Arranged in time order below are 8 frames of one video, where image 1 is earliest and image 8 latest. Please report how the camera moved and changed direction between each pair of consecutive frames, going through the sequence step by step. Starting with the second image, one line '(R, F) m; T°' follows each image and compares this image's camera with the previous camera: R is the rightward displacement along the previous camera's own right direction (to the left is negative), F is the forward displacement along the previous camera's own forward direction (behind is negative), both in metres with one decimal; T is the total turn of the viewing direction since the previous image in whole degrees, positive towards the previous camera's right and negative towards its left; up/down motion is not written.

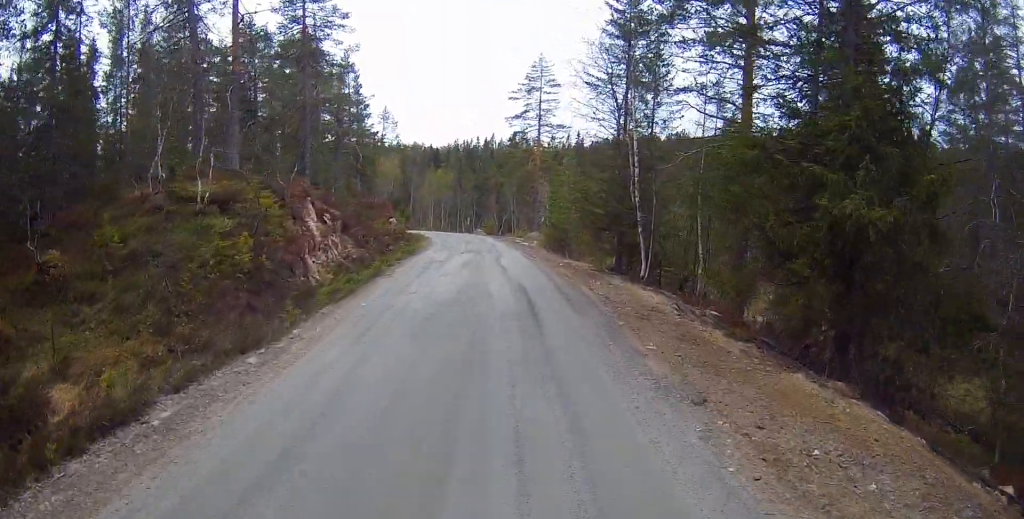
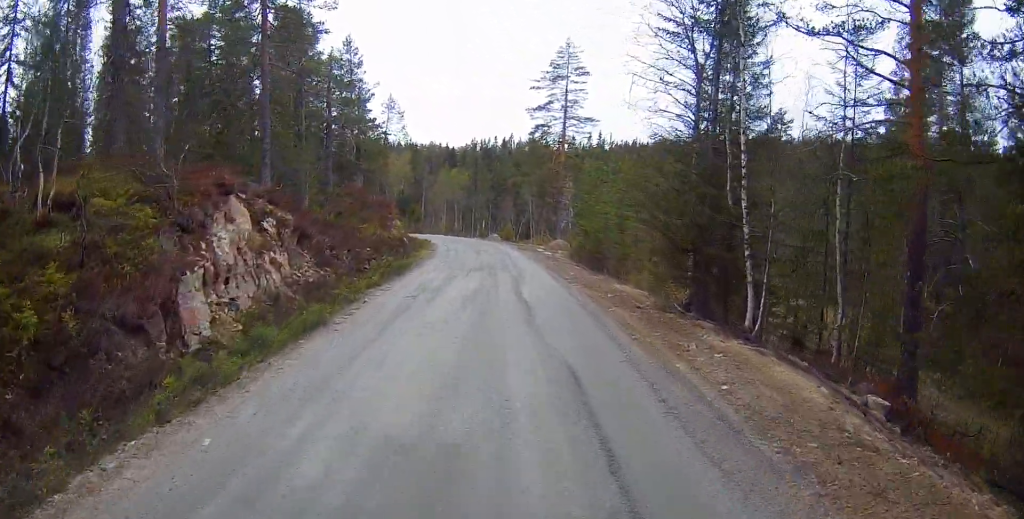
(-0.2, +7.5) m; -2°
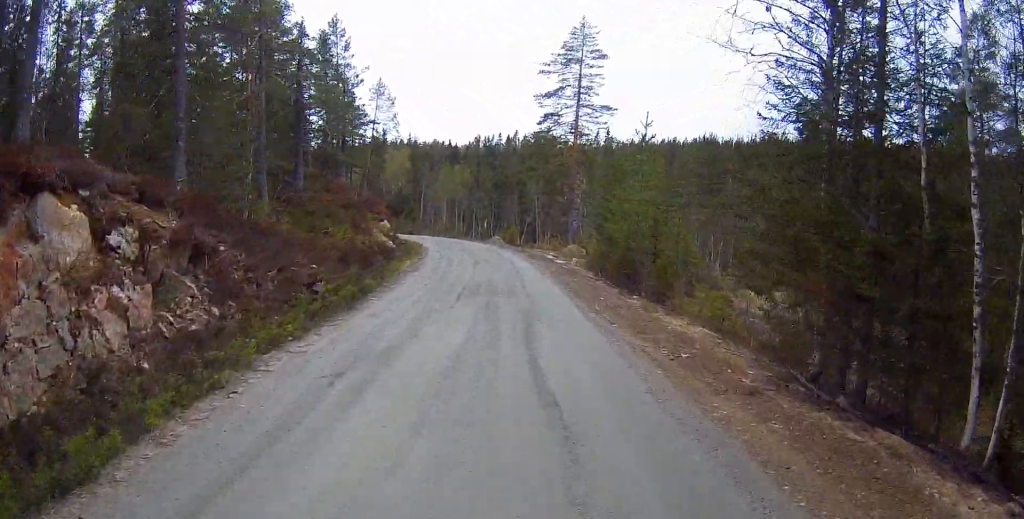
(0.0, +6.9) m; 0°
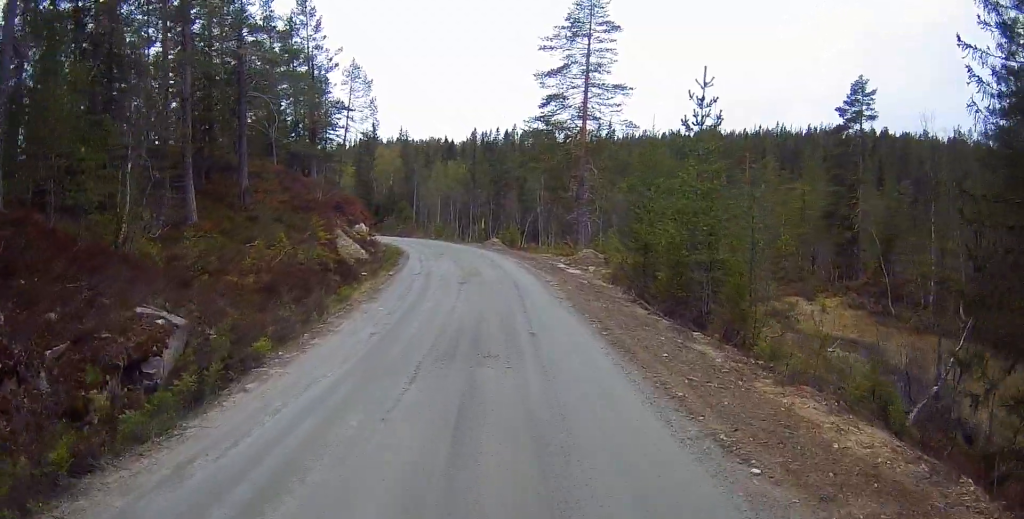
(0.0, +7.6) m; +1°
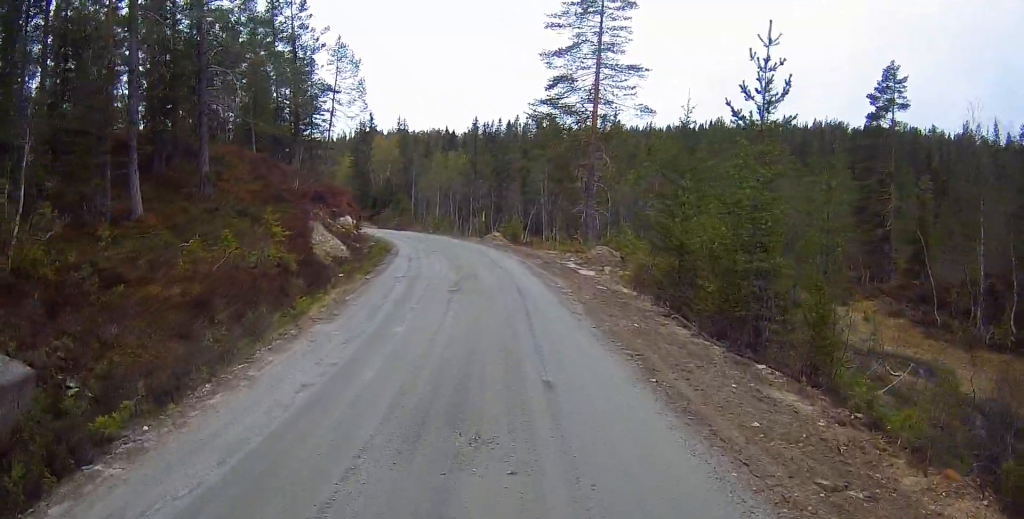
(+0.1, +4.1) m; -1°
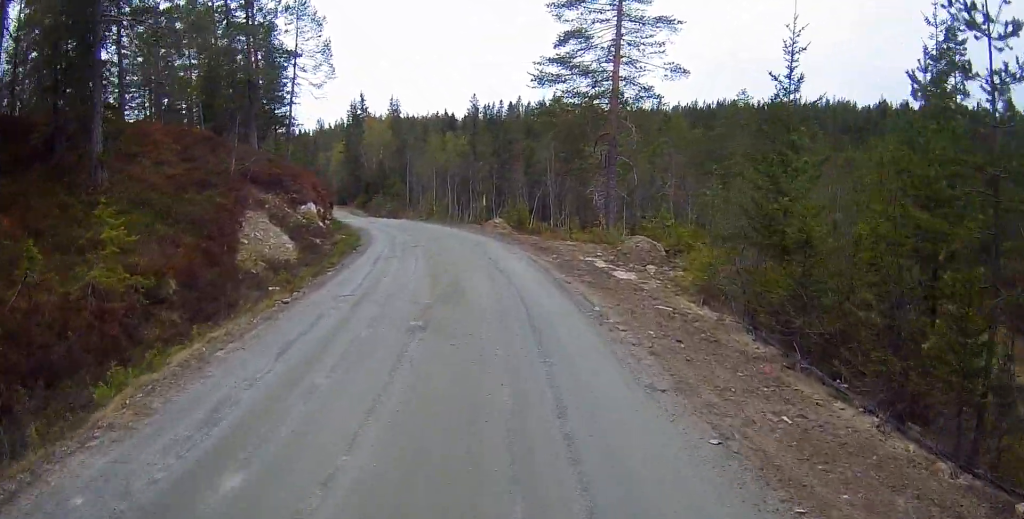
(-0.2, +7.3) m; -2°
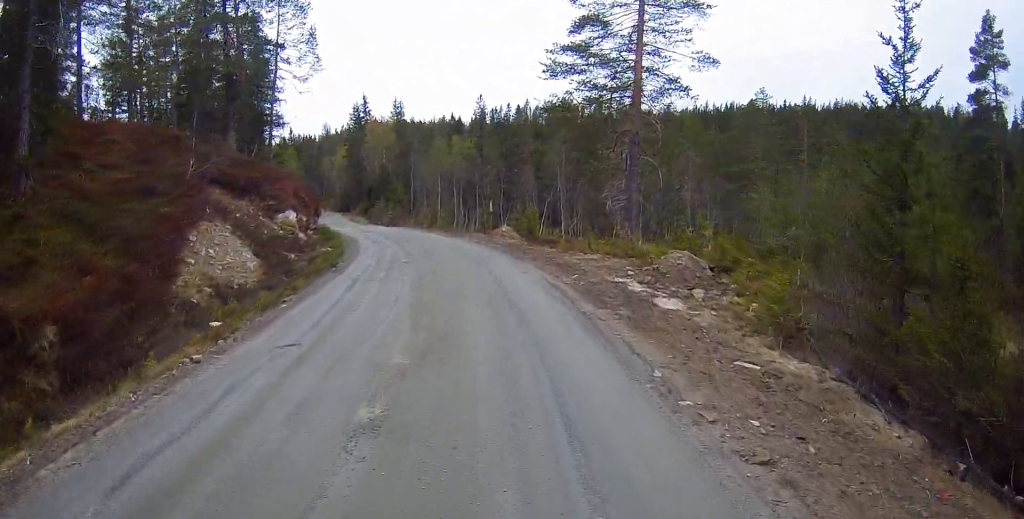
(-0.1, +3.8) m; -1°
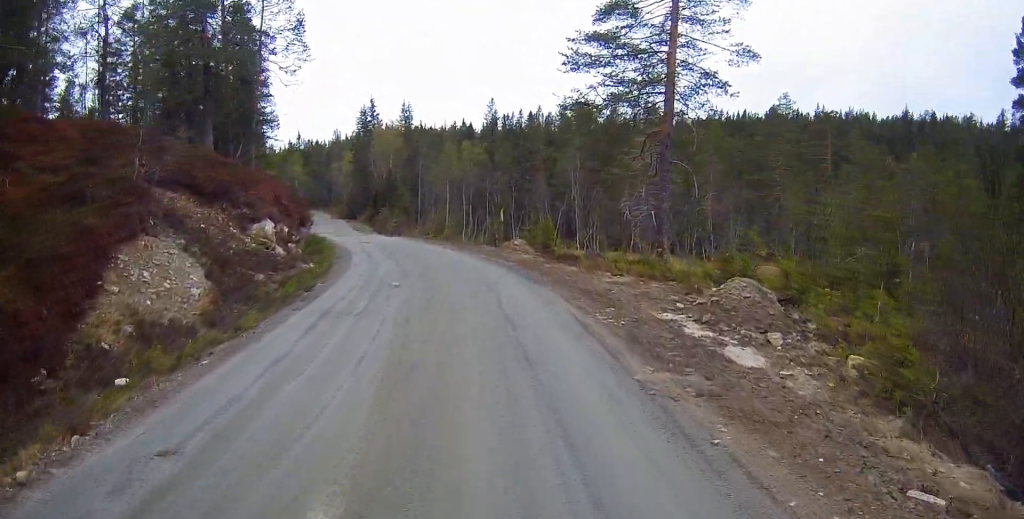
(0.0, +3.7) m; 0°
